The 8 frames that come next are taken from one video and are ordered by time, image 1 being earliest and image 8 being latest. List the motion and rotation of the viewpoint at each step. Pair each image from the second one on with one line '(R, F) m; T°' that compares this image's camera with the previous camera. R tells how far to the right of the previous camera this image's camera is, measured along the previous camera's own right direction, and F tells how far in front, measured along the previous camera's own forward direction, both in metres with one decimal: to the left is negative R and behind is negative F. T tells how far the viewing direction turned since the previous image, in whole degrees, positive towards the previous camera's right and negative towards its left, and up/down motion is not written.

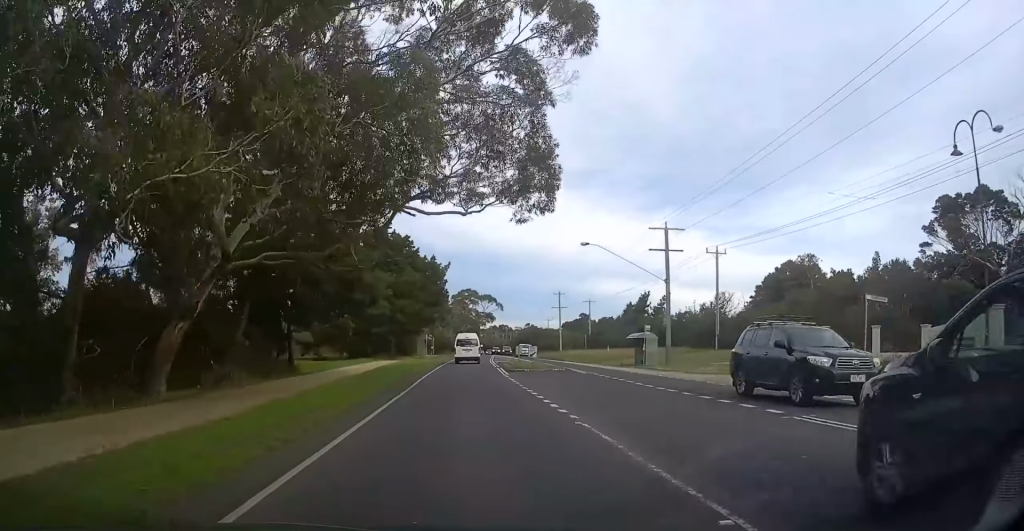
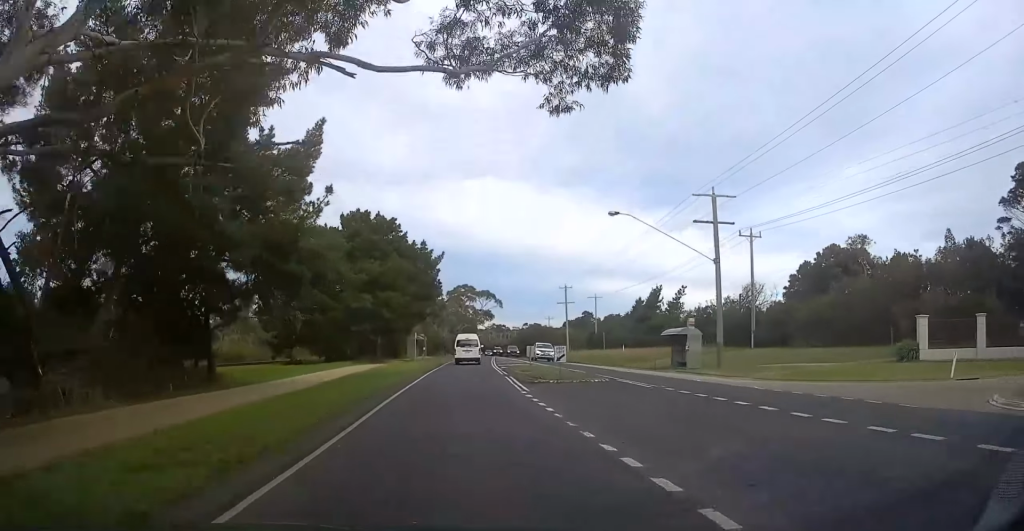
(0.0, +10.8) m; 0°
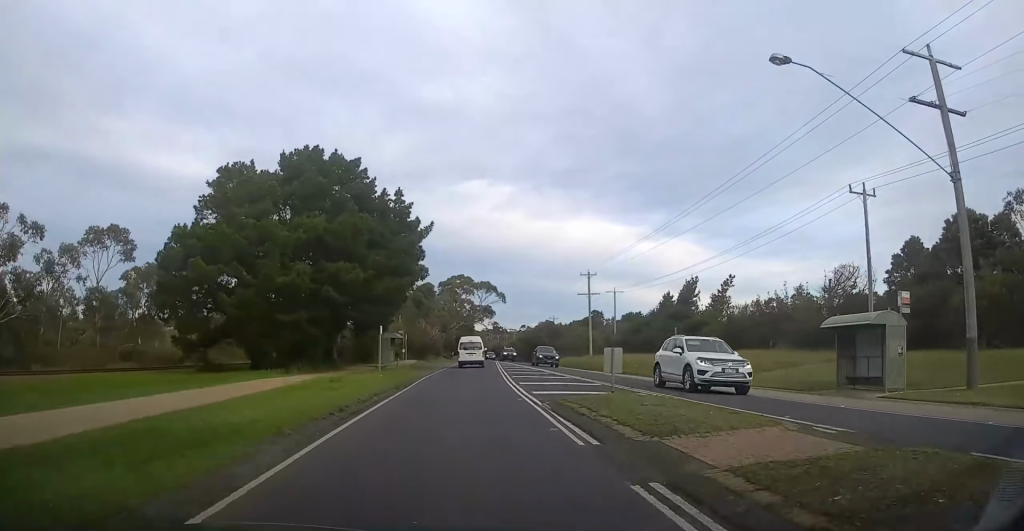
(0.0, +21.6) m; +1°
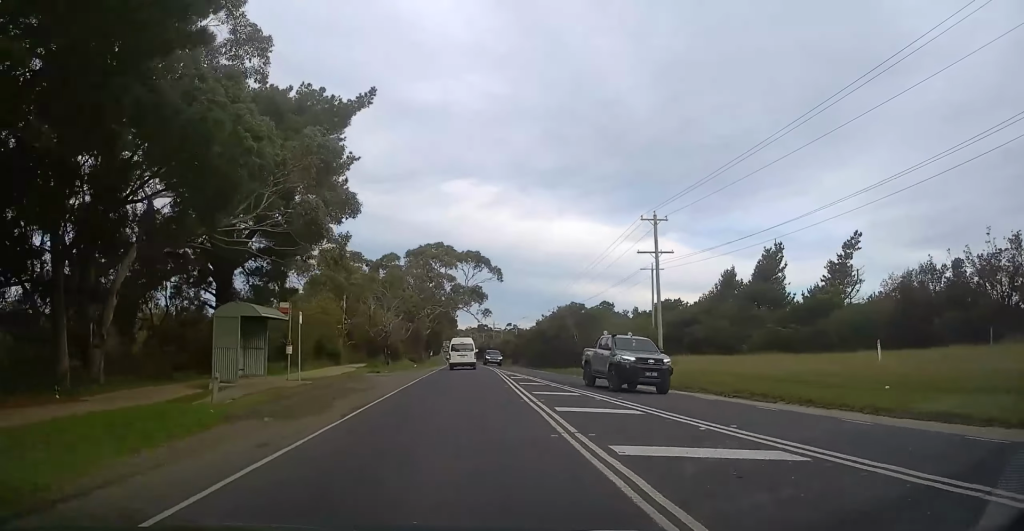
(+0.7, +33.3) m; 0°
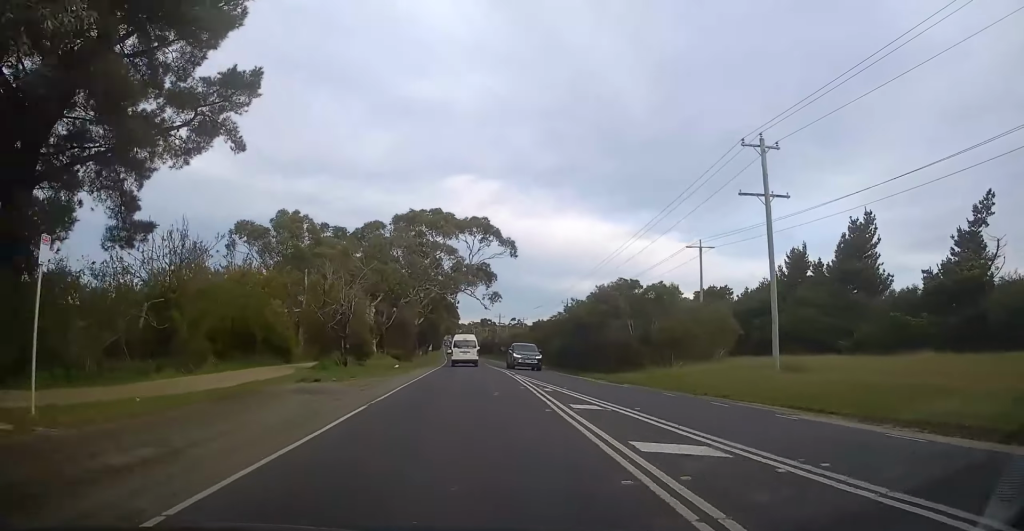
(-0.5, +17.5) m; -1°
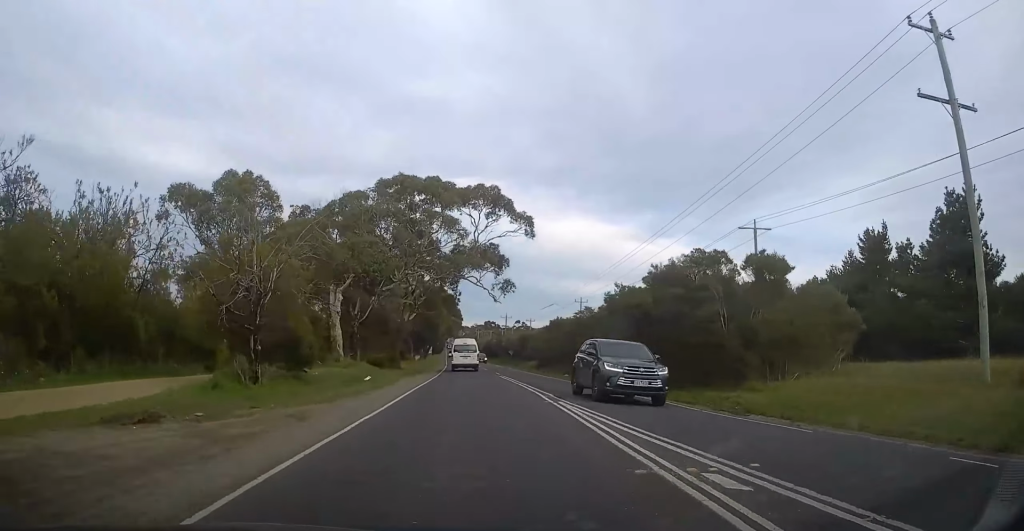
(0.0, +13.0) m; +1°
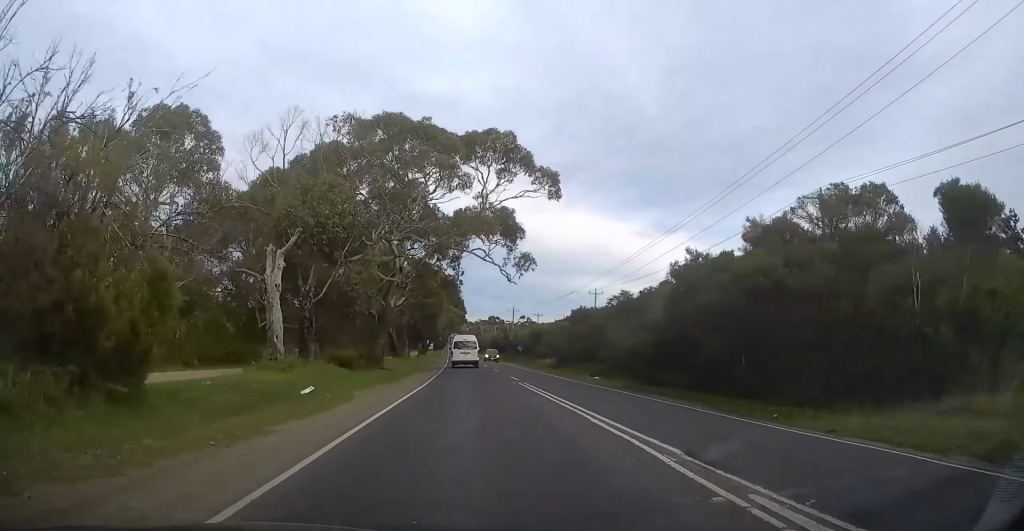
(+0.1, +10.8) m; 0°
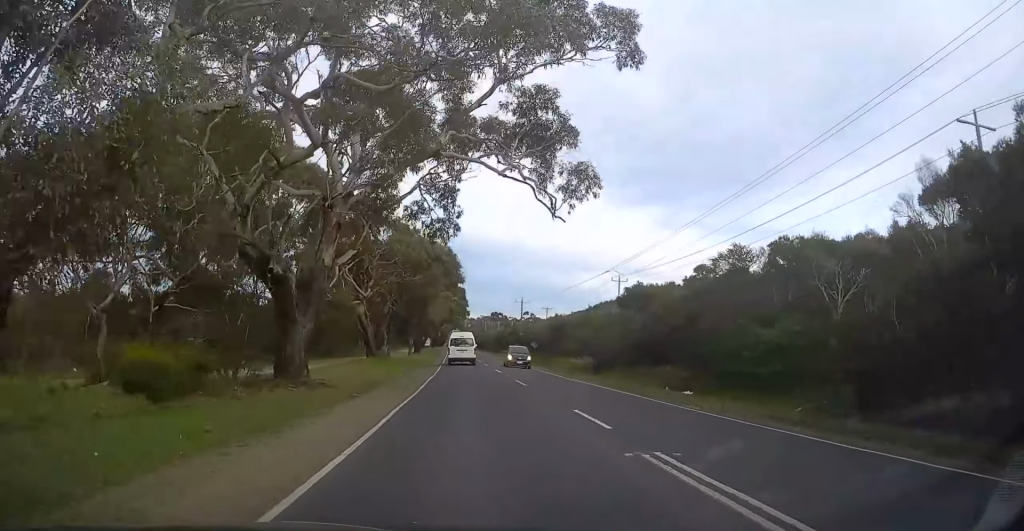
(+0.4, +17.4) m; 0°
